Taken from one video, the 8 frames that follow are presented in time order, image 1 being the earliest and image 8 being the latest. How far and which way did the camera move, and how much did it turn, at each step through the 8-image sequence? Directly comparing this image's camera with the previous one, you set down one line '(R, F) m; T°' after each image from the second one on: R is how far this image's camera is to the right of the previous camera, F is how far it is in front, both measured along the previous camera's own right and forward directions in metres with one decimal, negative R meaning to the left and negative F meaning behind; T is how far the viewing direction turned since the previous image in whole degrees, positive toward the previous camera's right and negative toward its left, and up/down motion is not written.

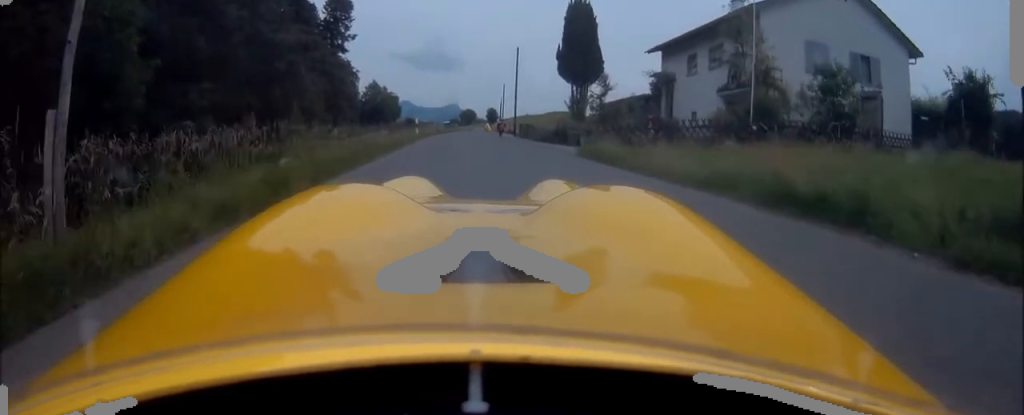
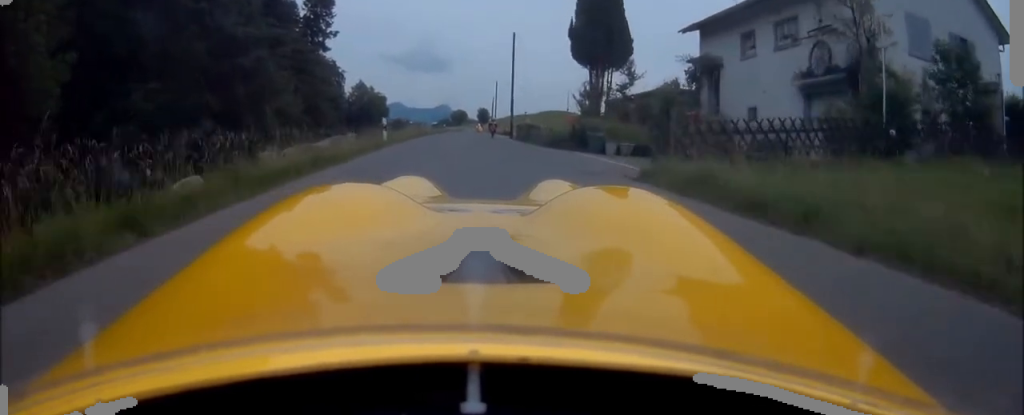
(-0.2, +7.2) m; +1°
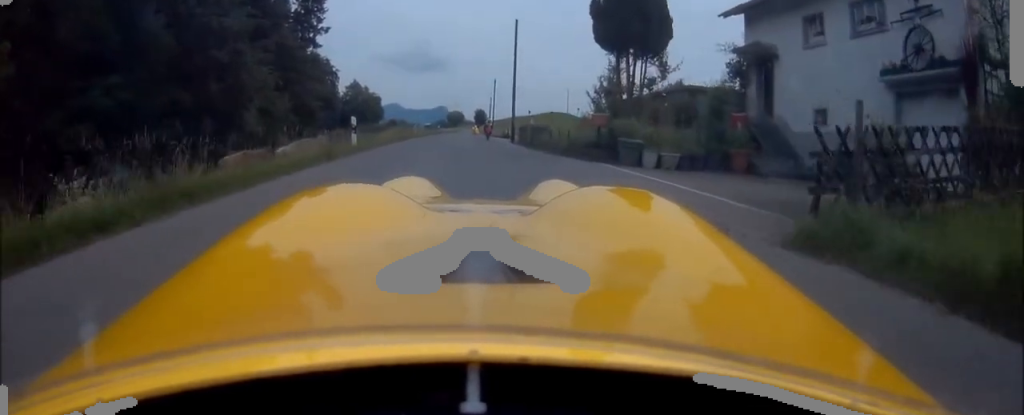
(+0.2, +4.8) m; +4°
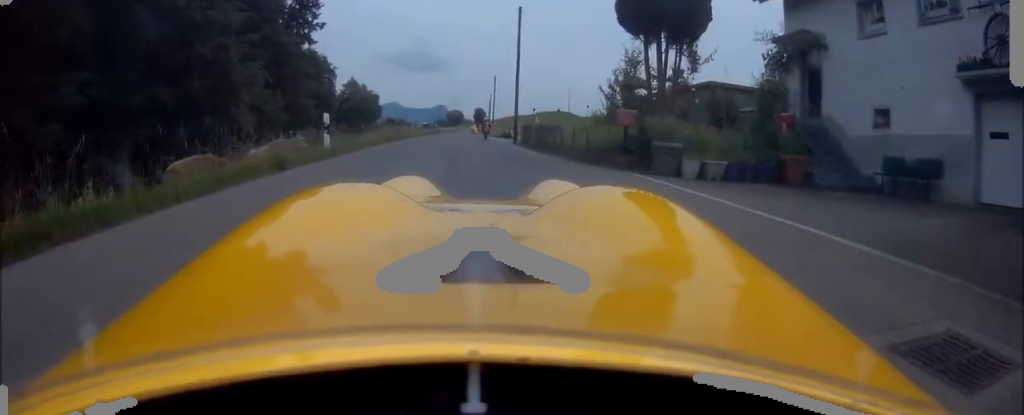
(0.0, +3.0) m; +3°
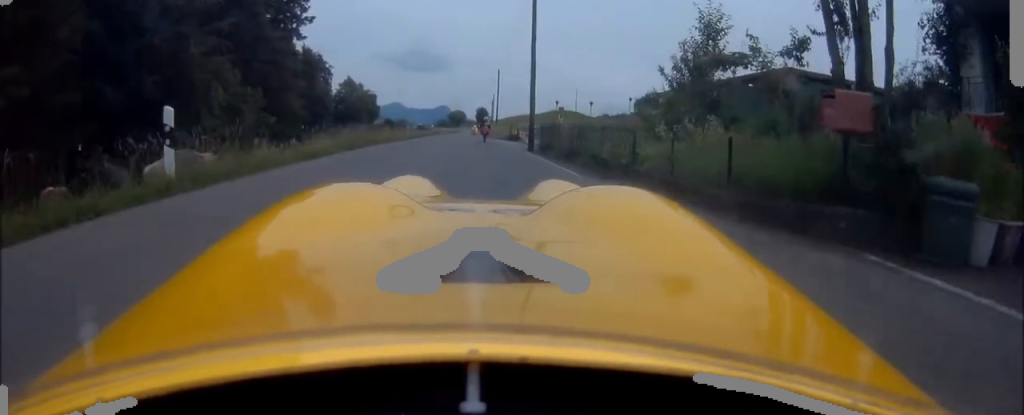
(+0.5, +7.5) m; +4°
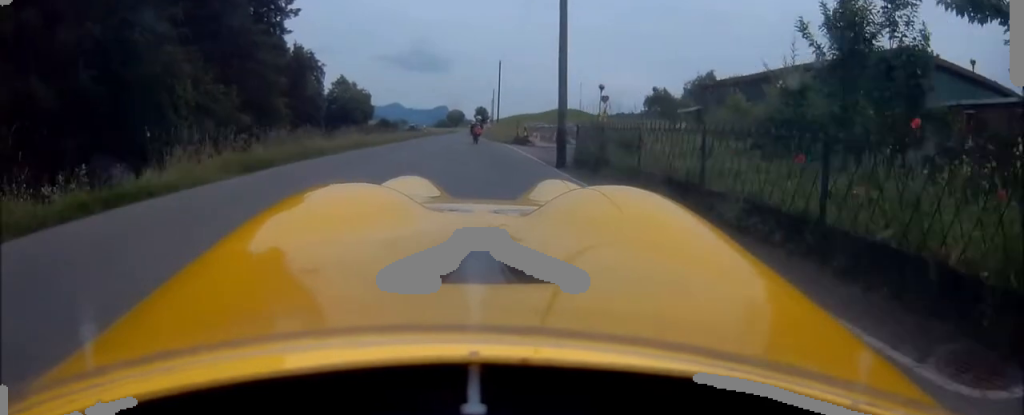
(0.0, +7.0) m; 0°
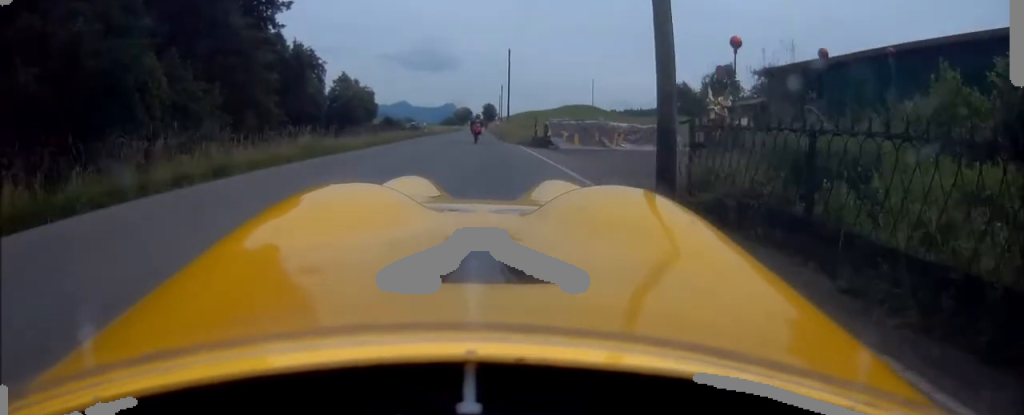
(0.0, +5.7) m; -1°
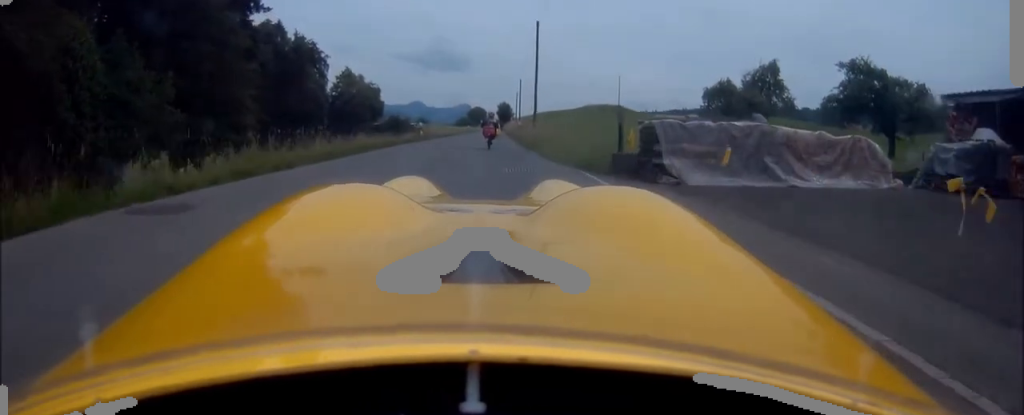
(-1.1, +11.0) m; -6°
